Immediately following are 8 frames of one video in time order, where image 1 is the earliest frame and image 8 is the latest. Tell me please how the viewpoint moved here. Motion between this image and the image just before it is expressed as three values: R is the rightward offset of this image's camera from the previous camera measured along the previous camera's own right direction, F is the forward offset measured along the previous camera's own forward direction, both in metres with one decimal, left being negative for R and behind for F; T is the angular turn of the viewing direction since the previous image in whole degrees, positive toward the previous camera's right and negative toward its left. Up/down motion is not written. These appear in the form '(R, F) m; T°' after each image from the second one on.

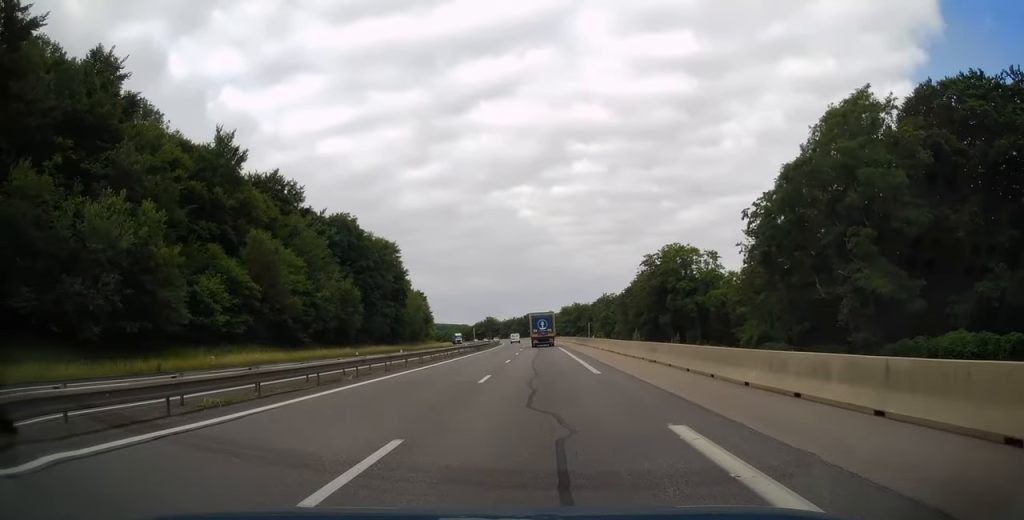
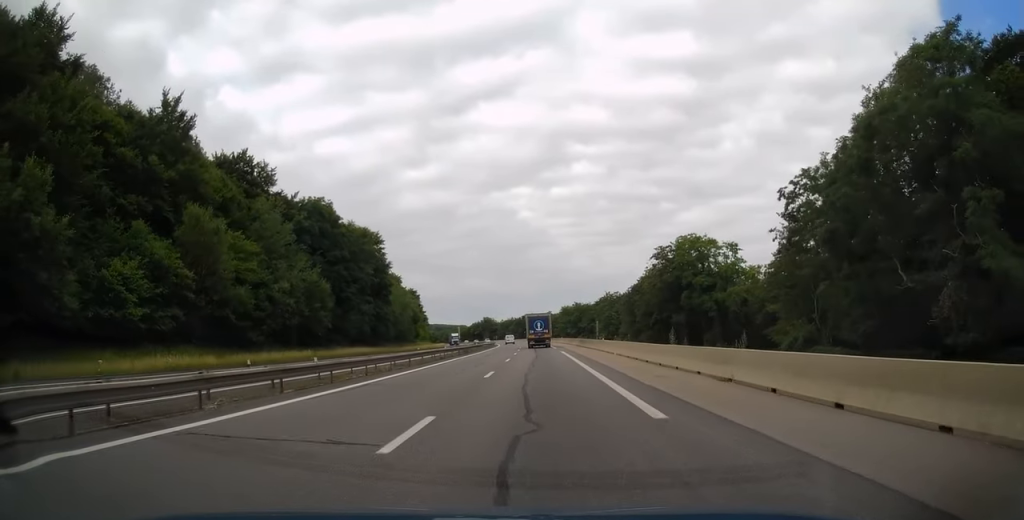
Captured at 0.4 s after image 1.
(0.0, +10.6) m; 0°
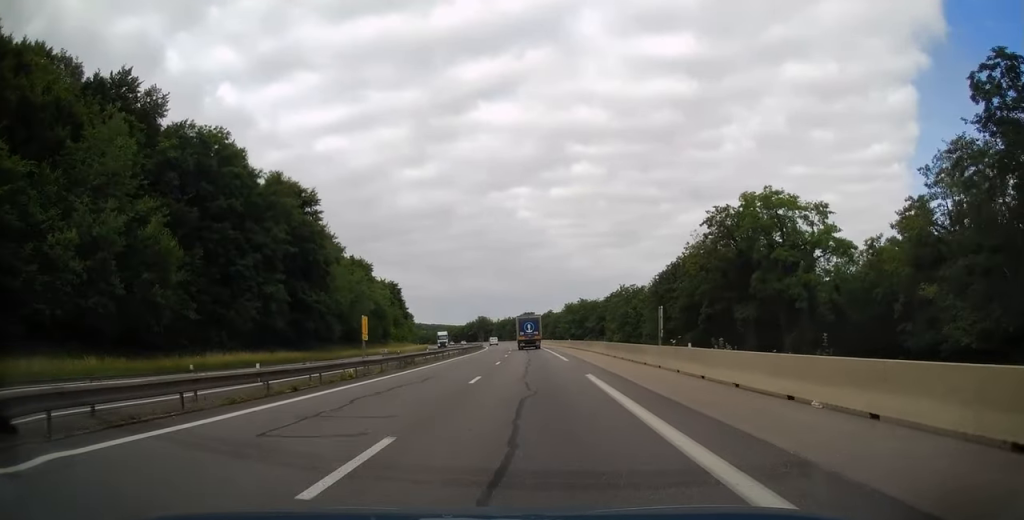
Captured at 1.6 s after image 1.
(0.0, +28.2) m; 0°
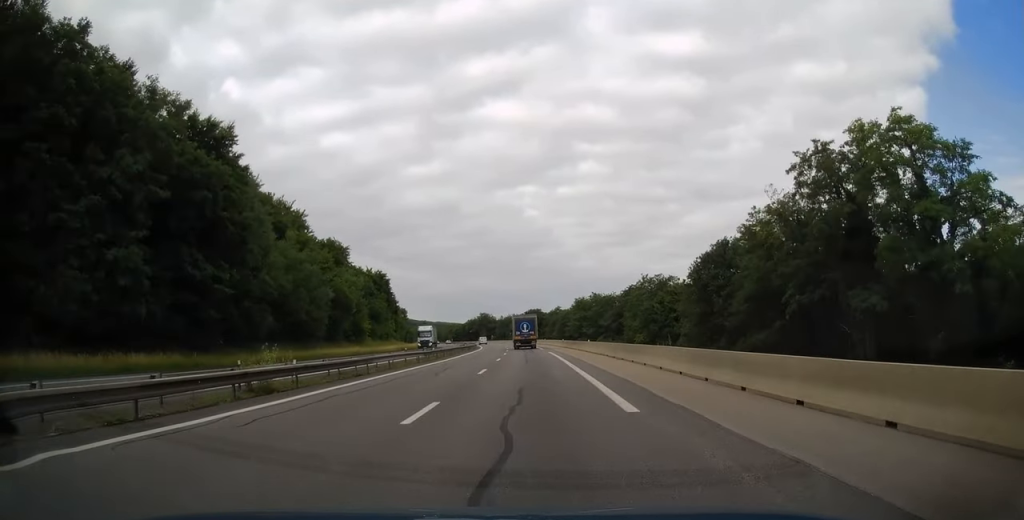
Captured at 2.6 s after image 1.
(0.0, +21.5) m; 0°
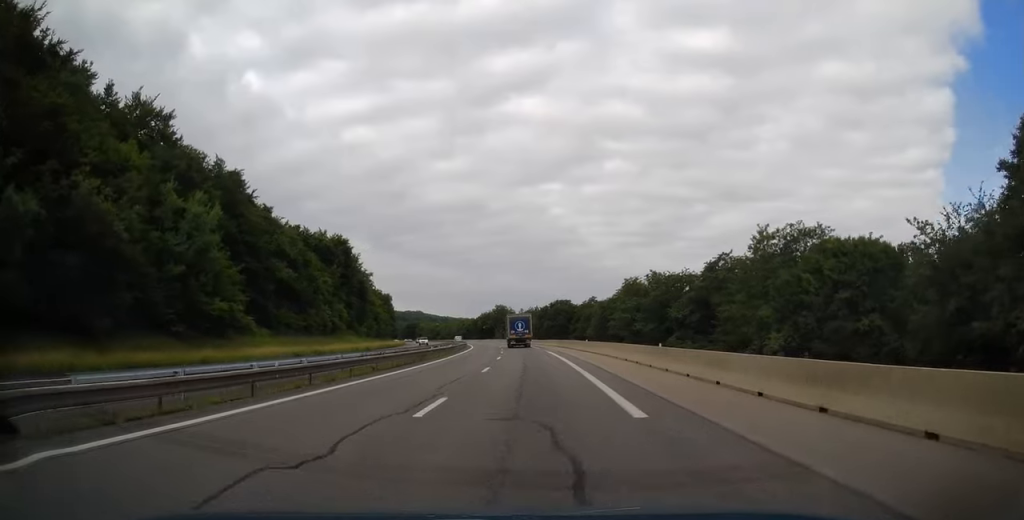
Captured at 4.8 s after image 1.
(-1.0, +51.6) m; -3°
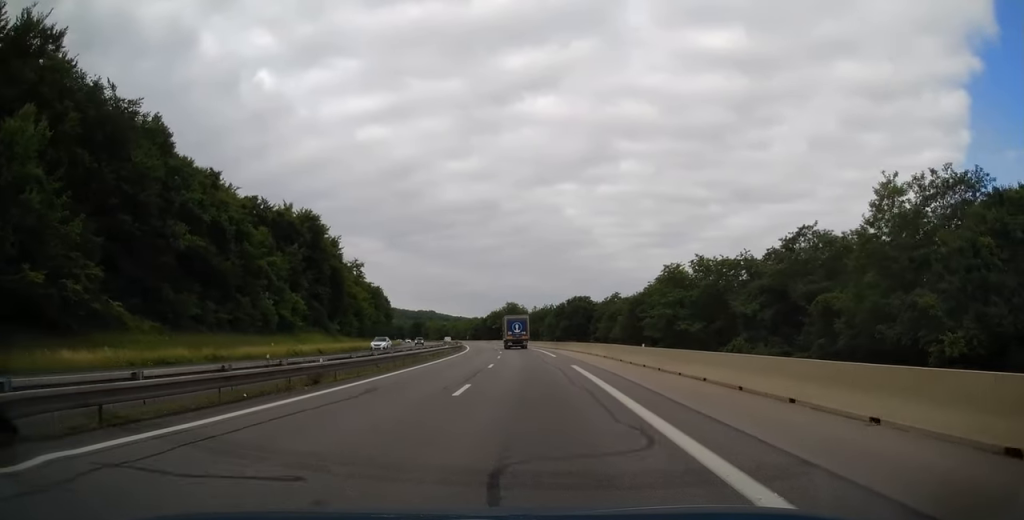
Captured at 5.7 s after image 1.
(-0.1, +22.3) m; -1°
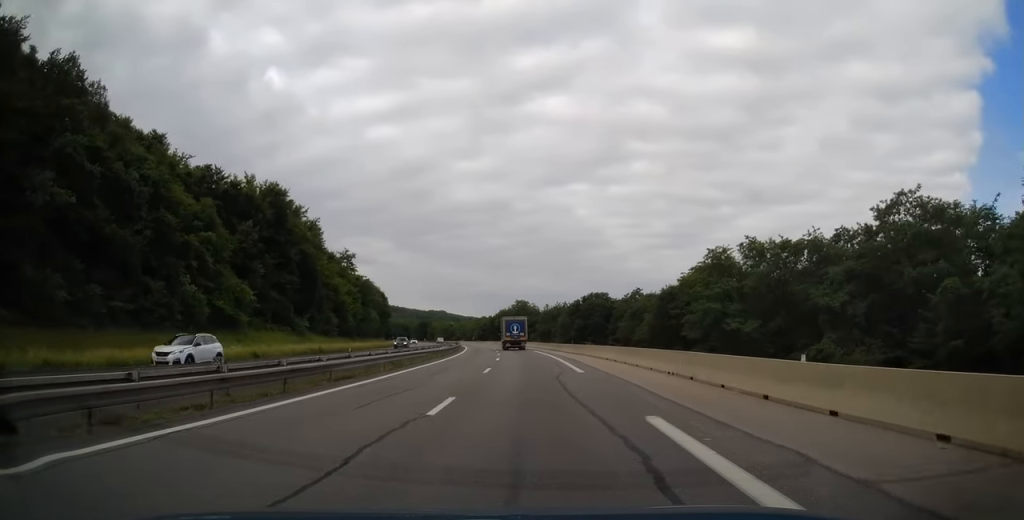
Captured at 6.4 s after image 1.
(-0.2, +16.5) m; -1°
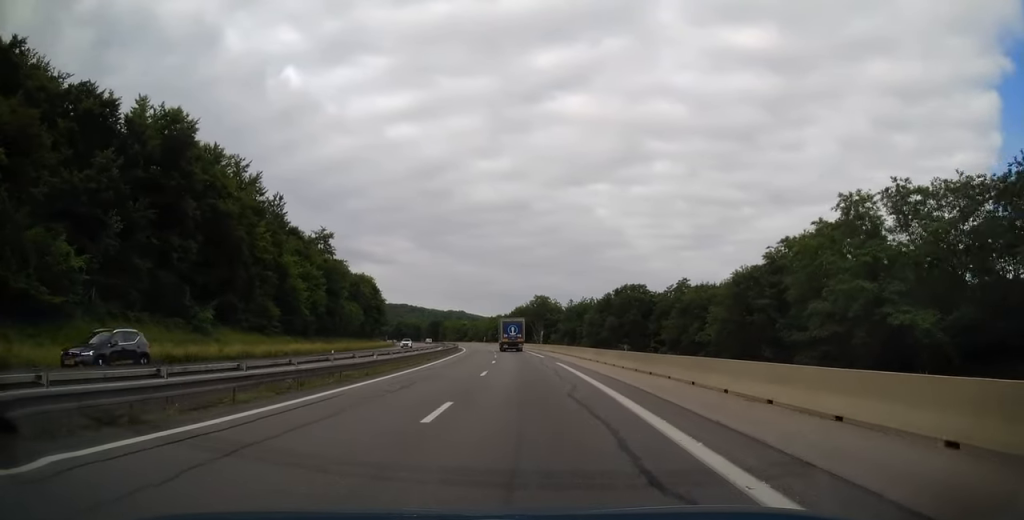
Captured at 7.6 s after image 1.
(-0.6, +27.1) m; -2°
